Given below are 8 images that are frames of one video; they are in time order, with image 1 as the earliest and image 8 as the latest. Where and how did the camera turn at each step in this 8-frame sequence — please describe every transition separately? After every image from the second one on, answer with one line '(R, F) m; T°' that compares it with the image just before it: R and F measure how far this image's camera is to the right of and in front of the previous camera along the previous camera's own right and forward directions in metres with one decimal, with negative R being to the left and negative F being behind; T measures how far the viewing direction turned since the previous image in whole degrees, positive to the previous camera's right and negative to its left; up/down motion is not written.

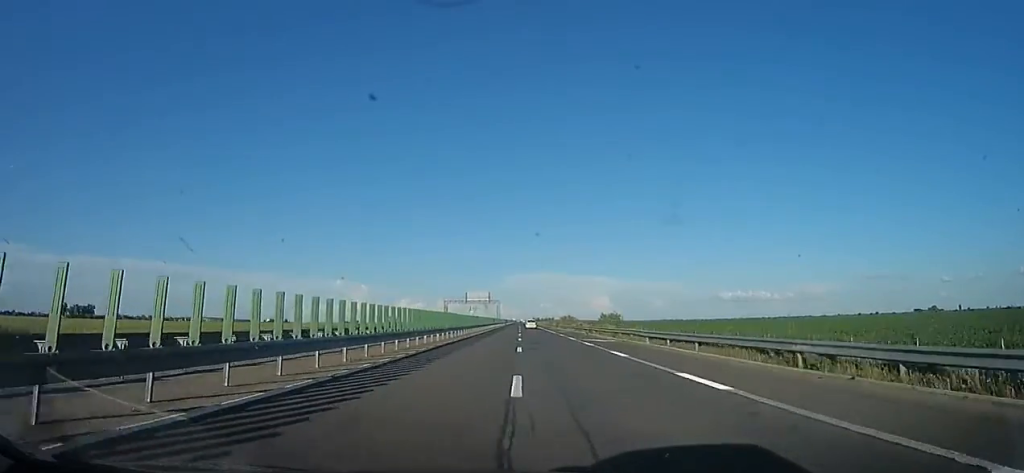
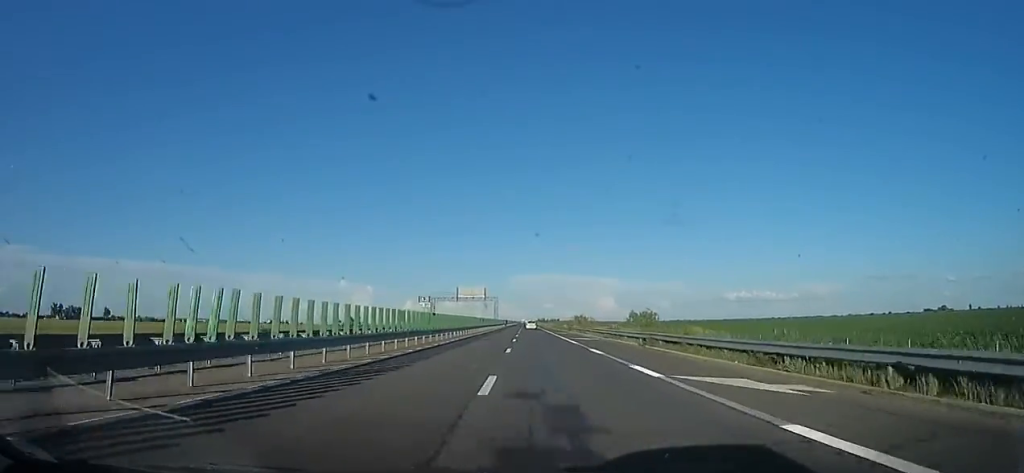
(0.0, +24.2) m; 0°
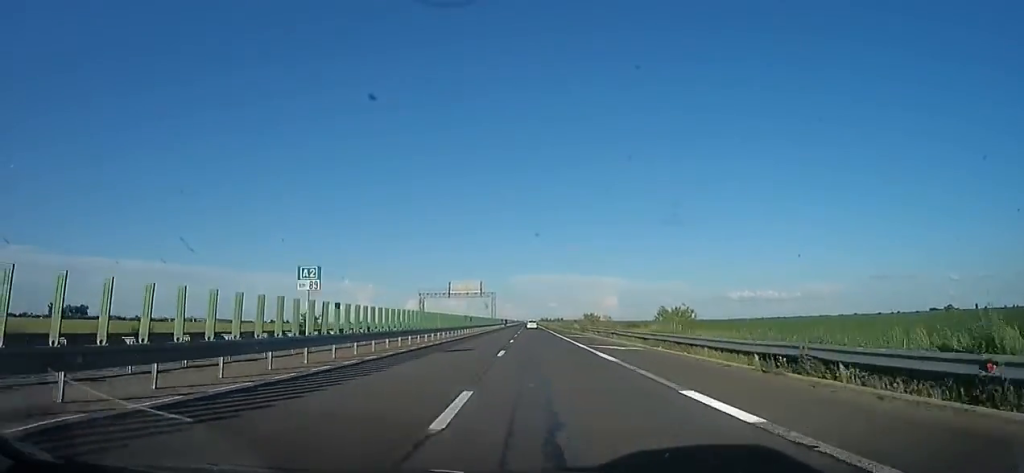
(0.0, +14.7) m; 0°
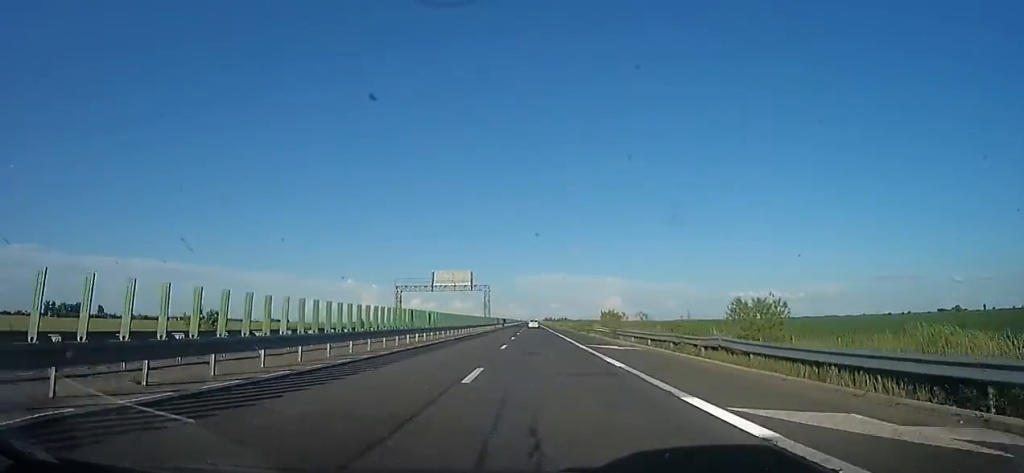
(0.0, +20.6) m; -1°
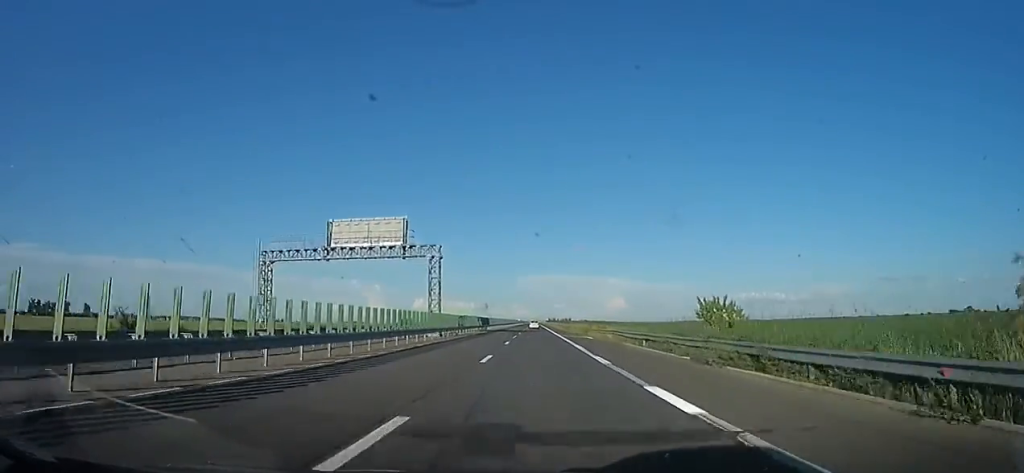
(-1.4, +43.5) m; -1°
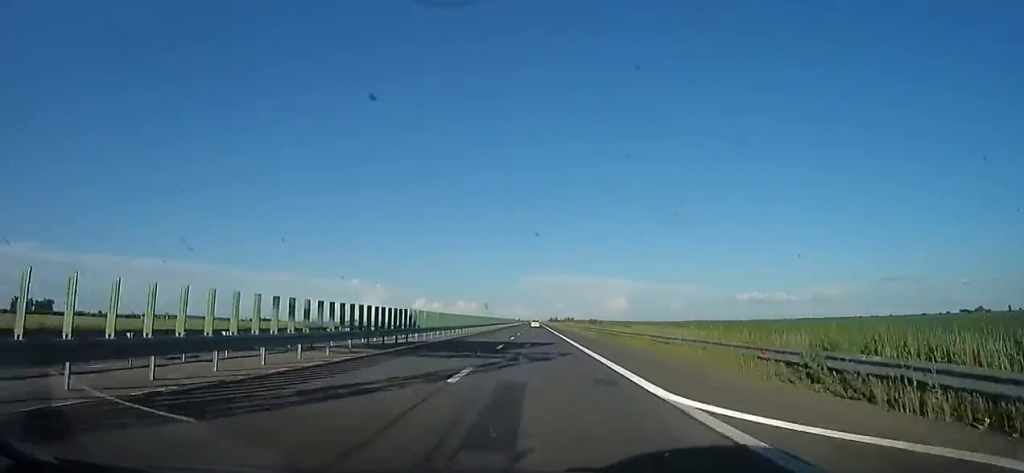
(+1.2, +42.2) m; +2°
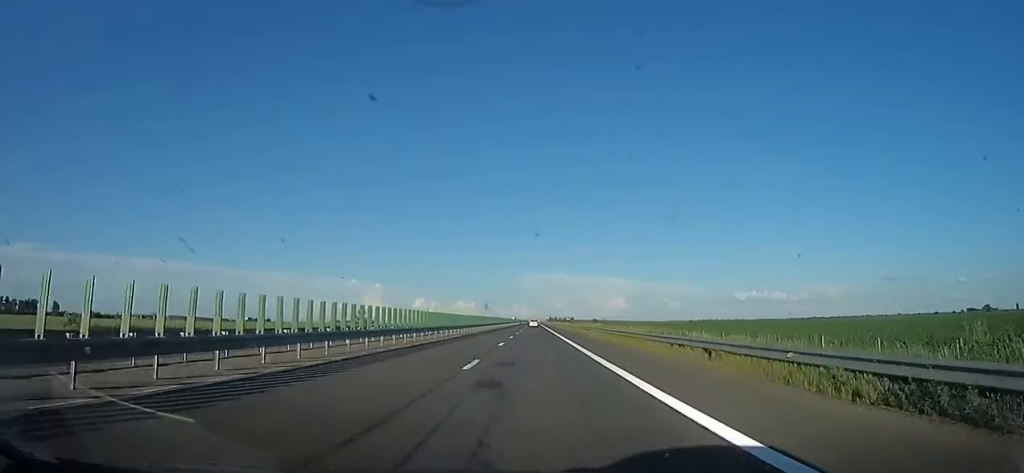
(0.0, +33.9) m; -2°
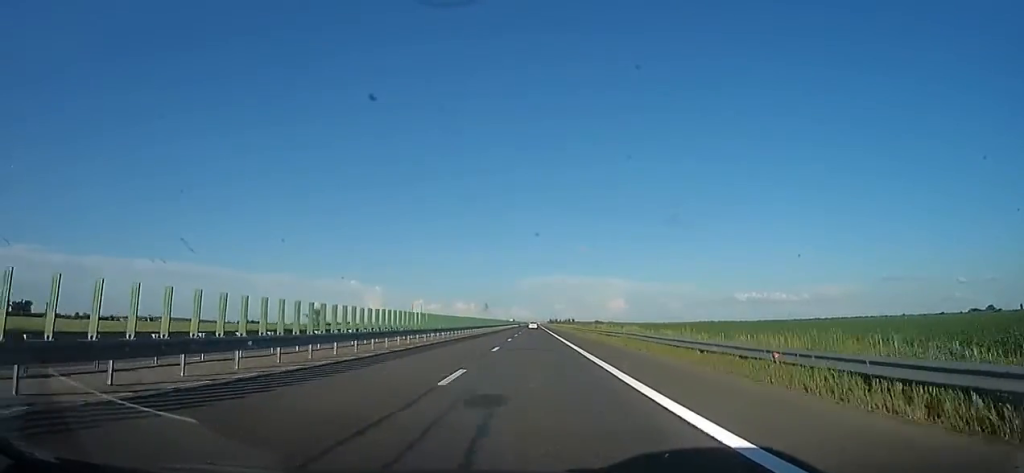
(-0.6, +15.1) m; 0°
